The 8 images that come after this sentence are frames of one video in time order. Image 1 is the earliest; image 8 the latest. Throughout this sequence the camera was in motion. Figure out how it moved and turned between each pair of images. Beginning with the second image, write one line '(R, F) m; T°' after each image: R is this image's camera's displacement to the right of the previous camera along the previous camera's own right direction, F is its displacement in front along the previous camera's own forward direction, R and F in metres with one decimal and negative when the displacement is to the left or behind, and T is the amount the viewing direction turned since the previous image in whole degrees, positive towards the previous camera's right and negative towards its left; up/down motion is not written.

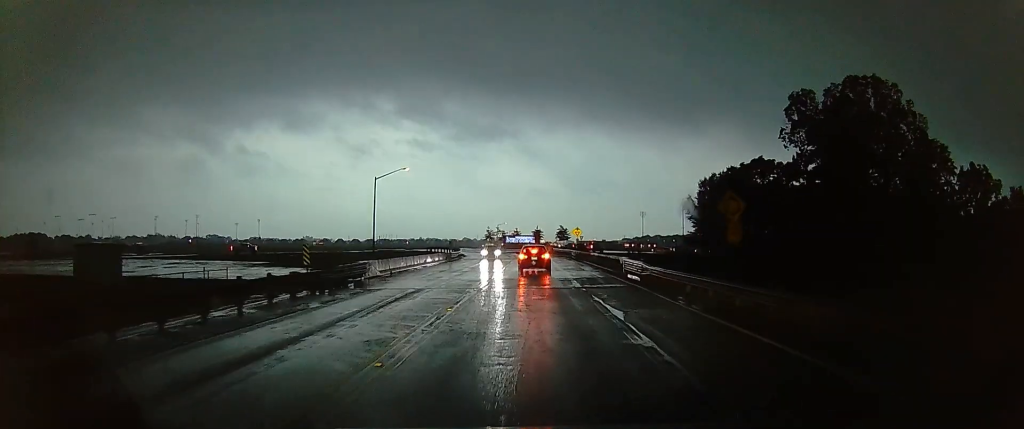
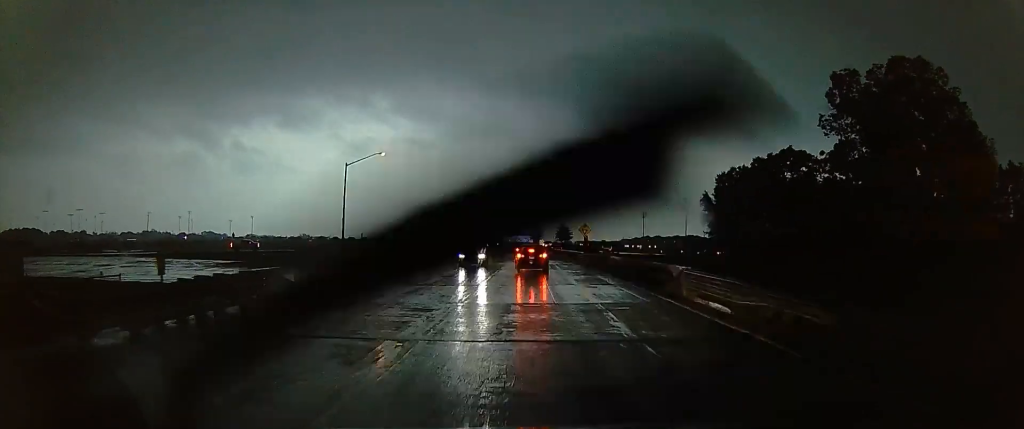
(0.0, +11.3) m; -3°
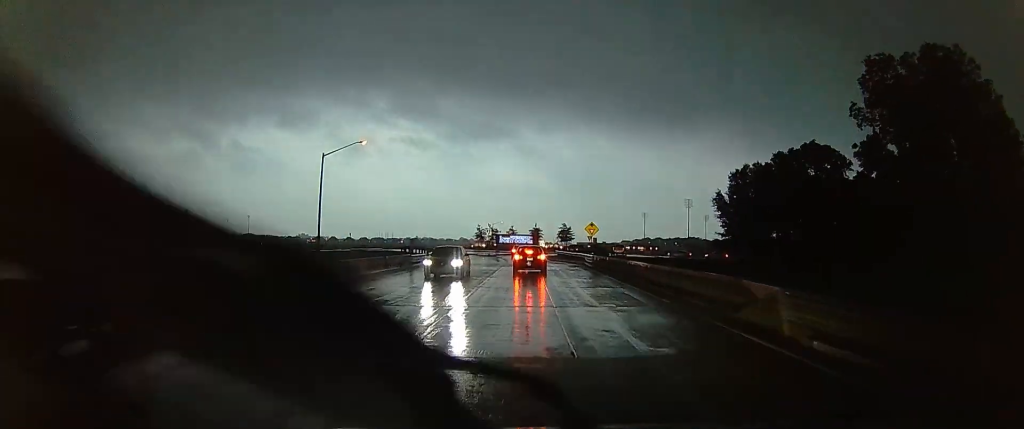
(-0.4, +6.9) m; -2°
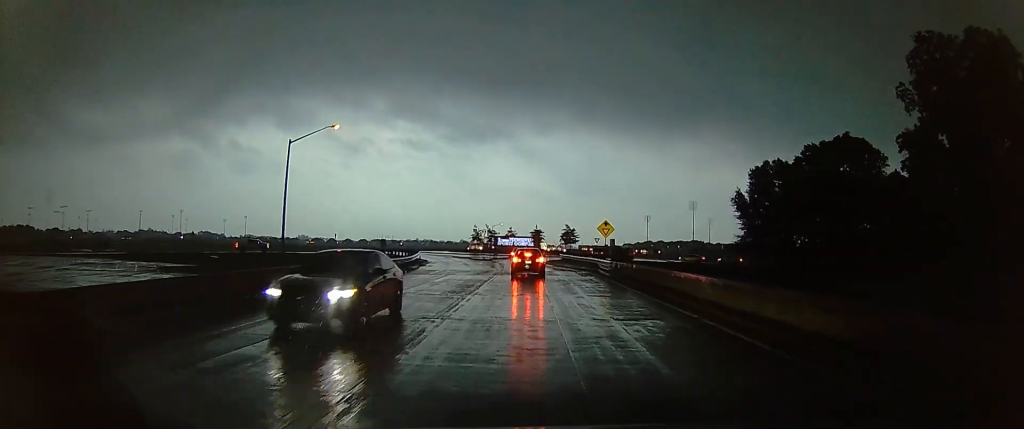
(-0.2, +8.5) m; +1°
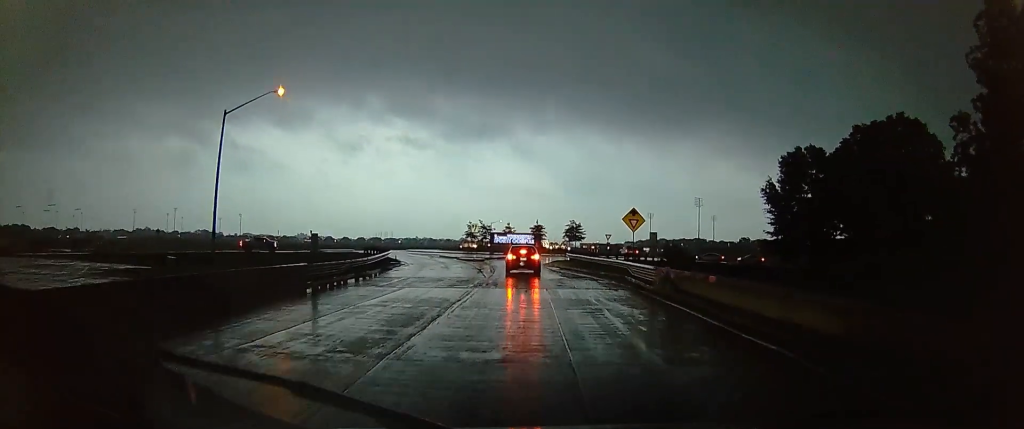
(-0.2, +10.7) m; +6°
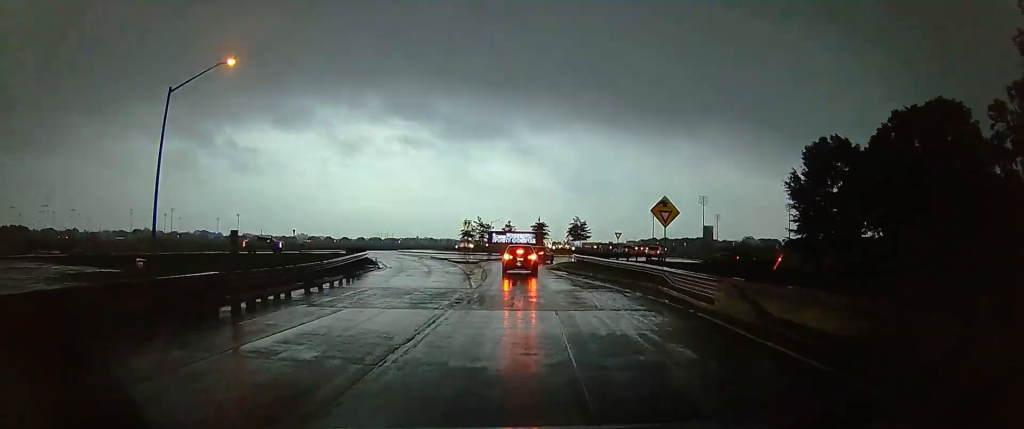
(+1.0, +6.7) m; +1°
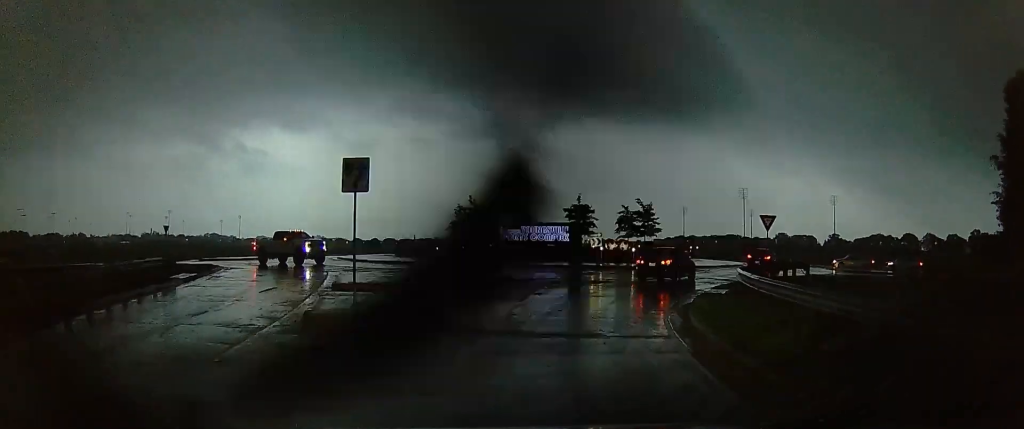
(-2.4, +33.2) m; -5°
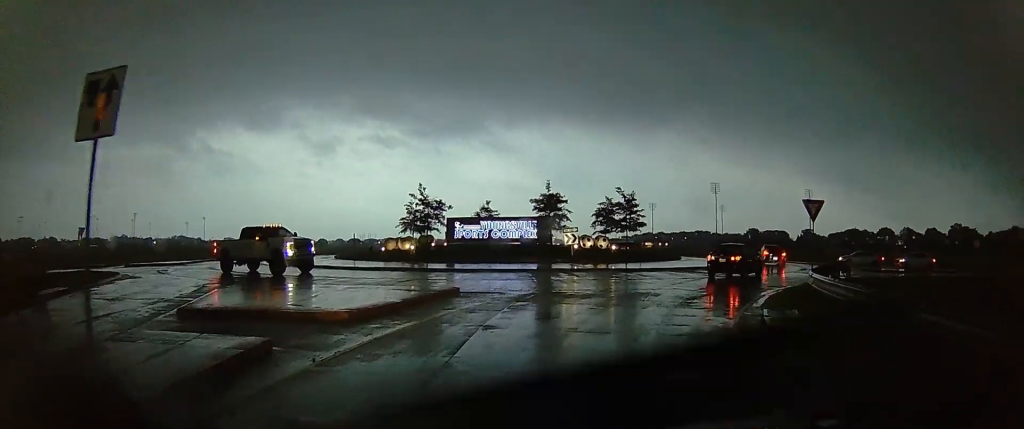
(+0.2, +8.5) m; +4°
